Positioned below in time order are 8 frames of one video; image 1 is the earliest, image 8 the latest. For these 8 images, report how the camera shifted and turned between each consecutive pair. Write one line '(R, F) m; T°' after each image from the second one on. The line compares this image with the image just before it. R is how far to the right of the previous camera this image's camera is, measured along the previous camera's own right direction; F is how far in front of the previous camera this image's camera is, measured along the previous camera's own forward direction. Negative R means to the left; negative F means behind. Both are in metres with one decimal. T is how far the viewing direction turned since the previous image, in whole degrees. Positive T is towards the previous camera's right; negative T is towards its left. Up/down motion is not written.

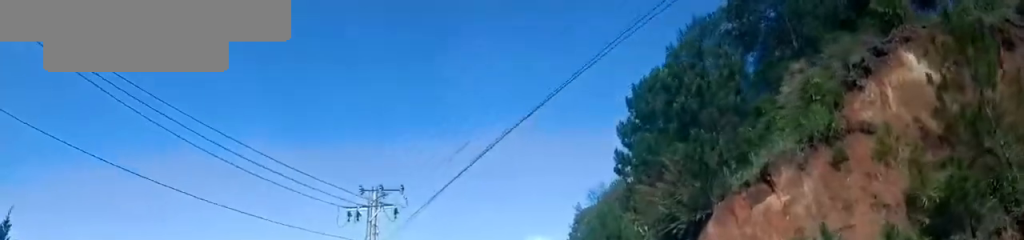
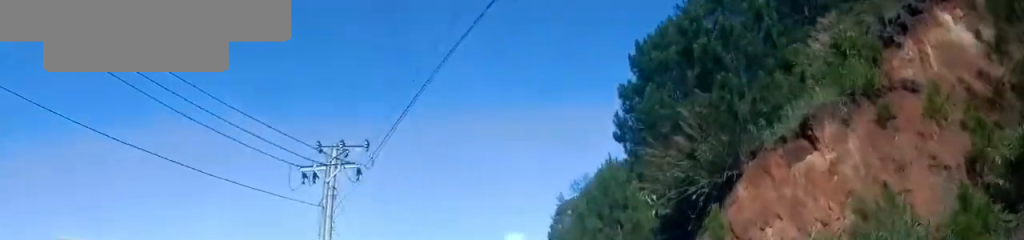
(+0.1, +3.7) m; +2°
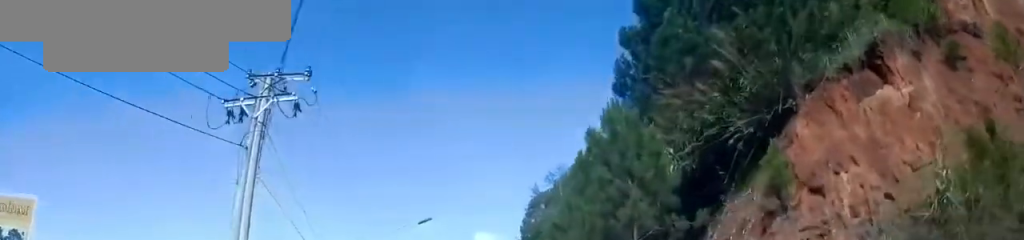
(-0.1, +4.7) m; +2°
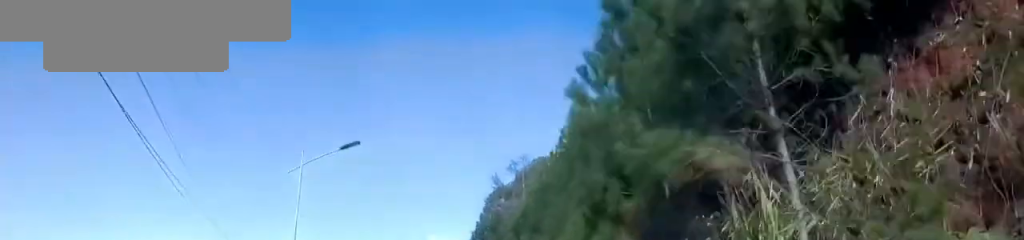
(+0.5, +9.2) m; +6°
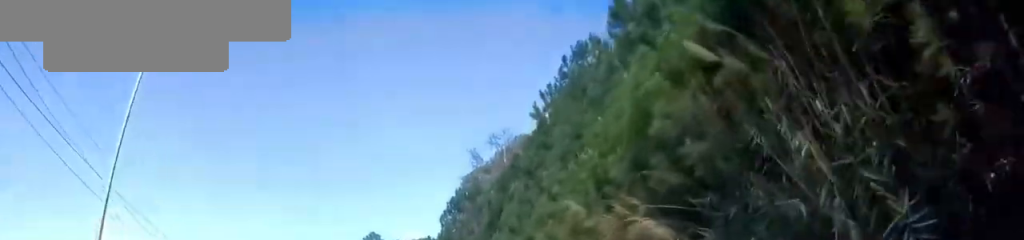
(+0.3, +8.8) m; +4°
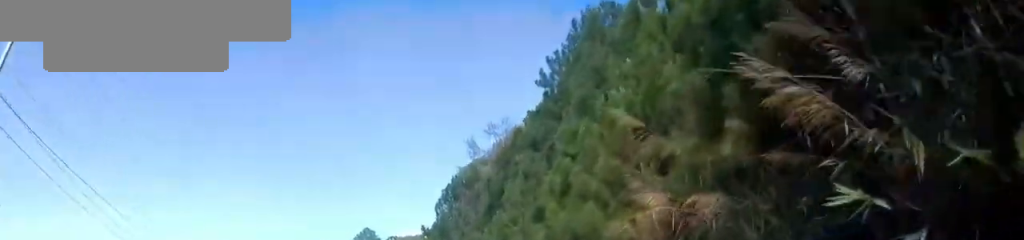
(+0.1, +3.0) m; +1°
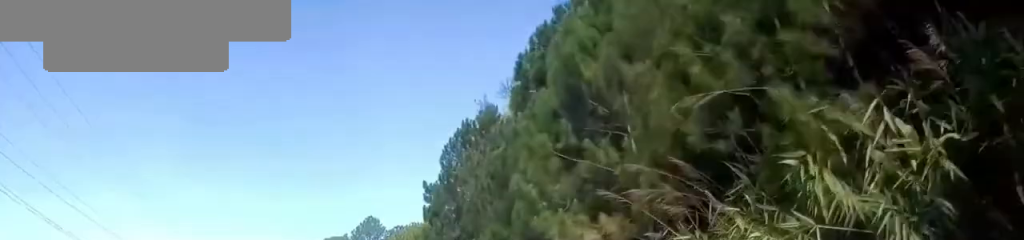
(+0.2, +9.7) m; -1°
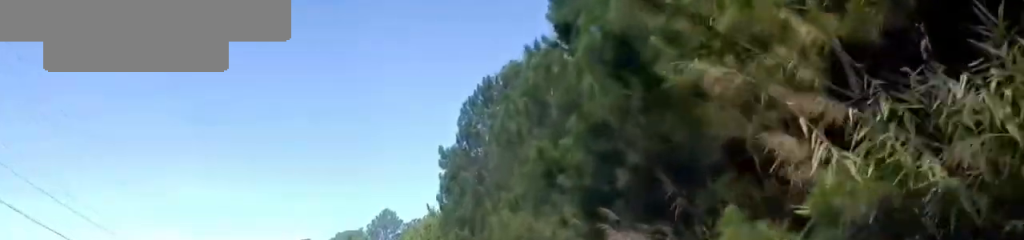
(-0.1, +5.7) m; -6°
